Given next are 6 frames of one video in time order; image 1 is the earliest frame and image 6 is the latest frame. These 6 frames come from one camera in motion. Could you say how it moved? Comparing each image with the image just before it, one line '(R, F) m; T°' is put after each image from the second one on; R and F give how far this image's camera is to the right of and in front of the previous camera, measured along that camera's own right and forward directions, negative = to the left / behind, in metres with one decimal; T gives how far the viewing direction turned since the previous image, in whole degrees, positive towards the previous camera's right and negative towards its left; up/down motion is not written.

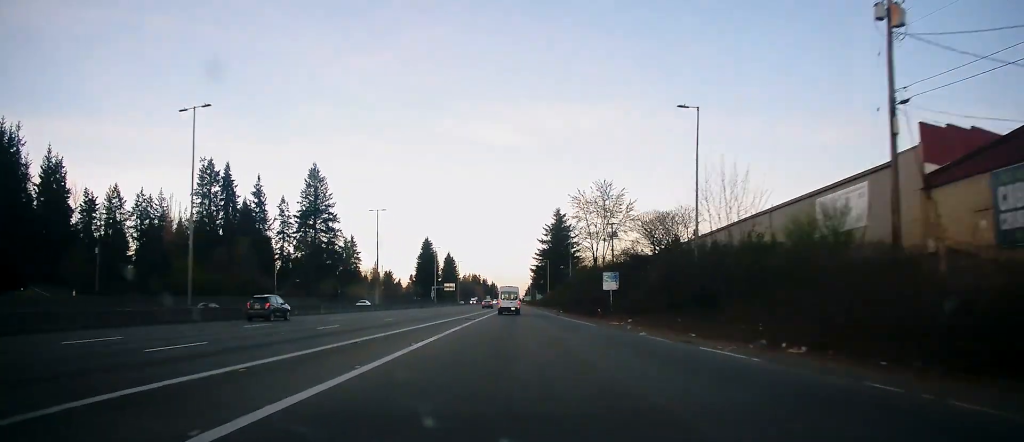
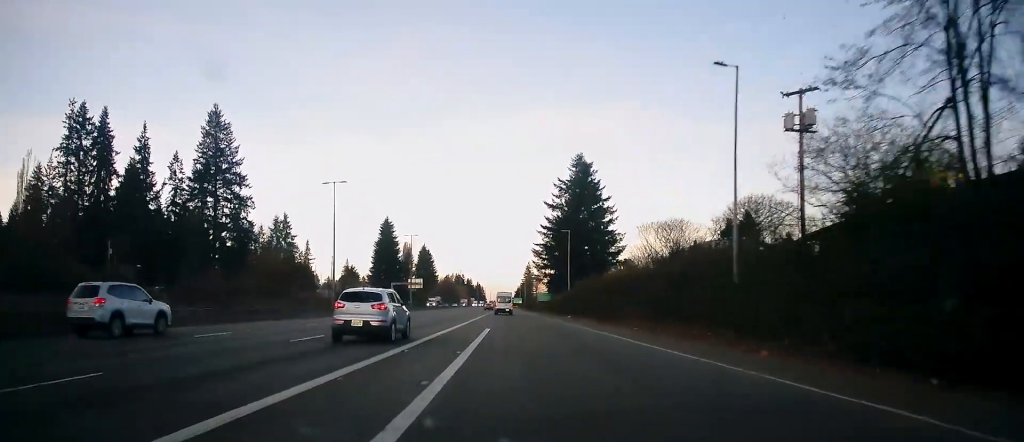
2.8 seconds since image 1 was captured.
(-0.3, +66.9) m; 0°
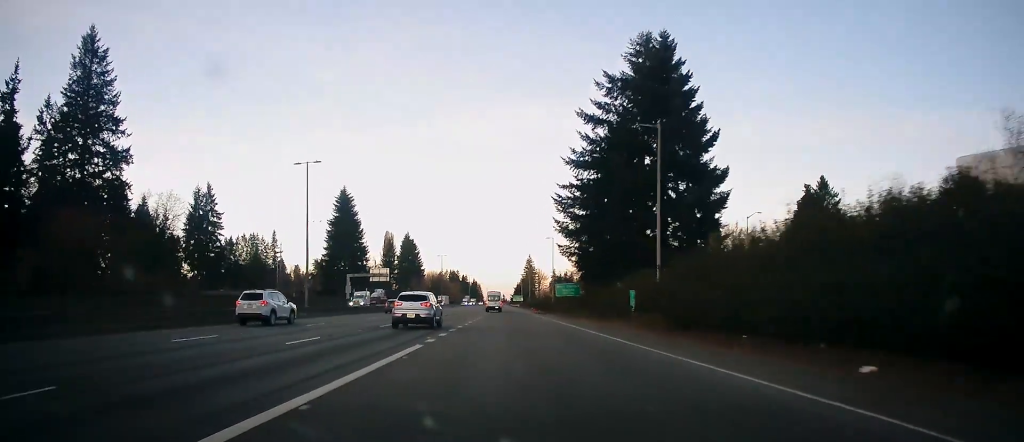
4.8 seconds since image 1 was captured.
(+0.5, +50.9) m; +1°
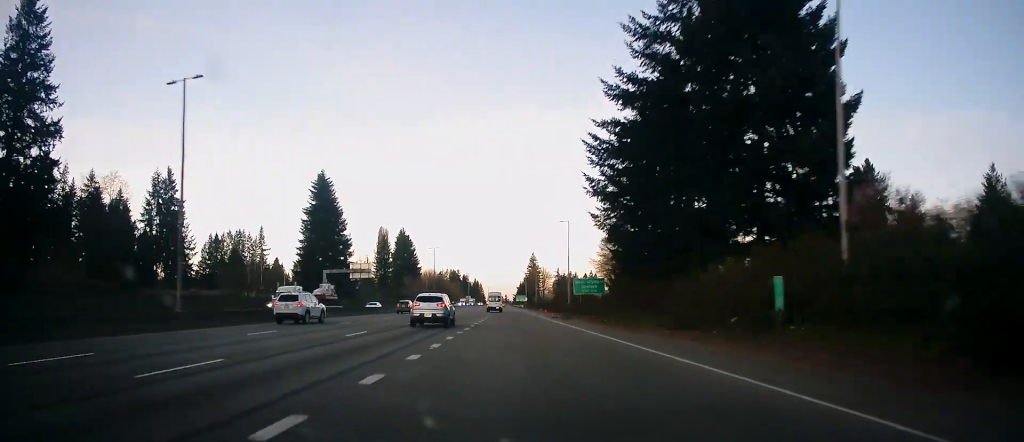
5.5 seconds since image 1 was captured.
(+0.3, +19.7) m; 0°
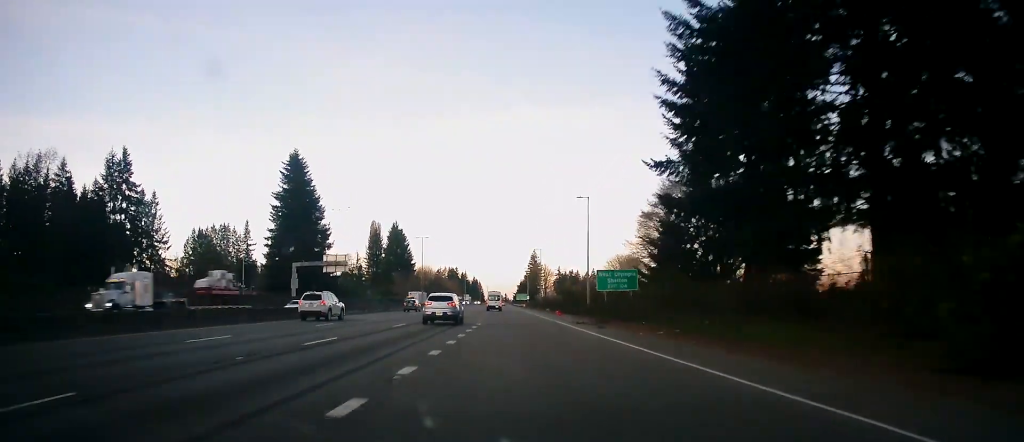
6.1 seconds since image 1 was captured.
(-0.2, +17.2) m; -1°
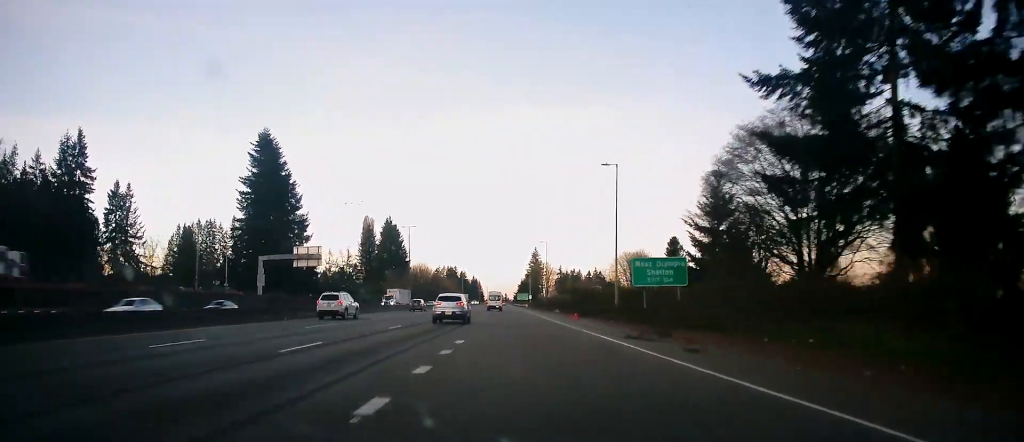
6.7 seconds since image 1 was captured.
(-0.2, +14.6) m; -1°
